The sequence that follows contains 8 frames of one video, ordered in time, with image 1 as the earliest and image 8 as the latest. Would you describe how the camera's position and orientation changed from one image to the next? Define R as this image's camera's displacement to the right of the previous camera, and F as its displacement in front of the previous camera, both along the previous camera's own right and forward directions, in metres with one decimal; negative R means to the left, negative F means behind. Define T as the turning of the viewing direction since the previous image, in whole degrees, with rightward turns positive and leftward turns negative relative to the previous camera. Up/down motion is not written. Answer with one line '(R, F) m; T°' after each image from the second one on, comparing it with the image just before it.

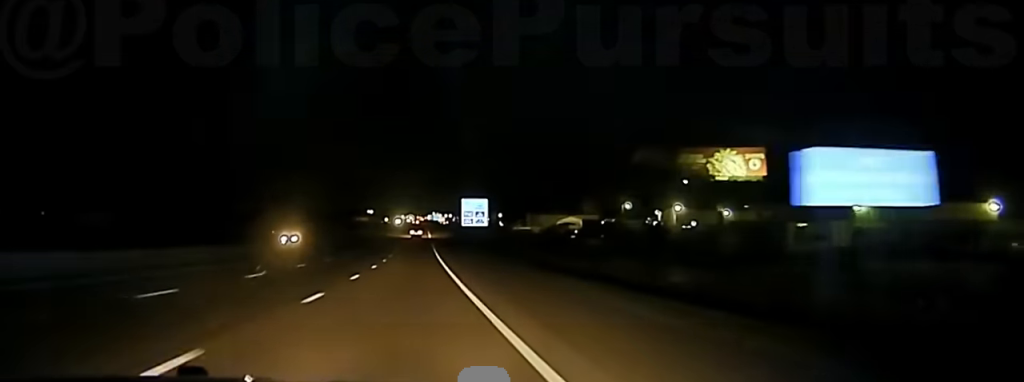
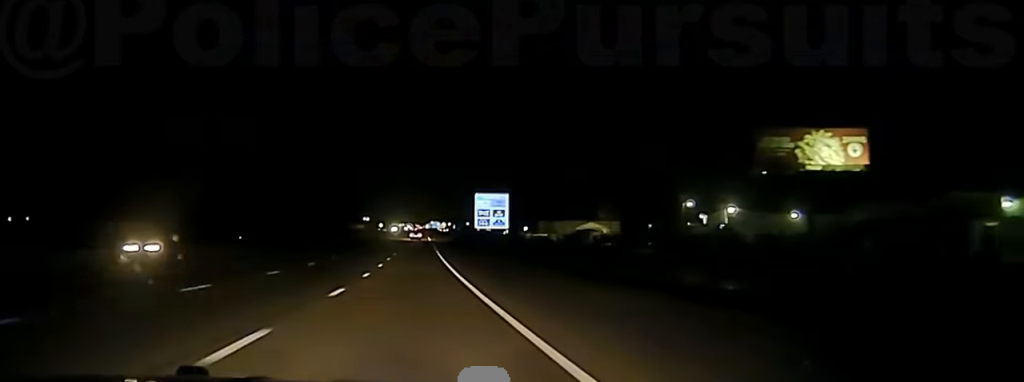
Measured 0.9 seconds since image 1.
(+0.1, +34.2) m; 0°
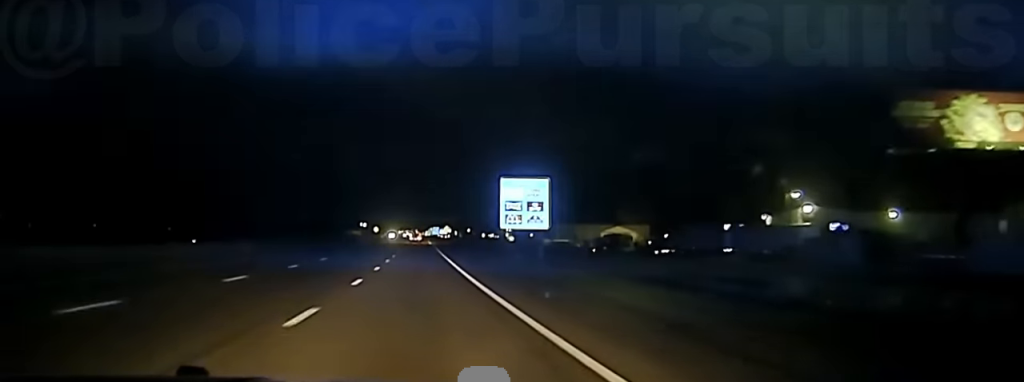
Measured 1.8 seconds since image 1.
(+0.1, +34.9) m; 0°
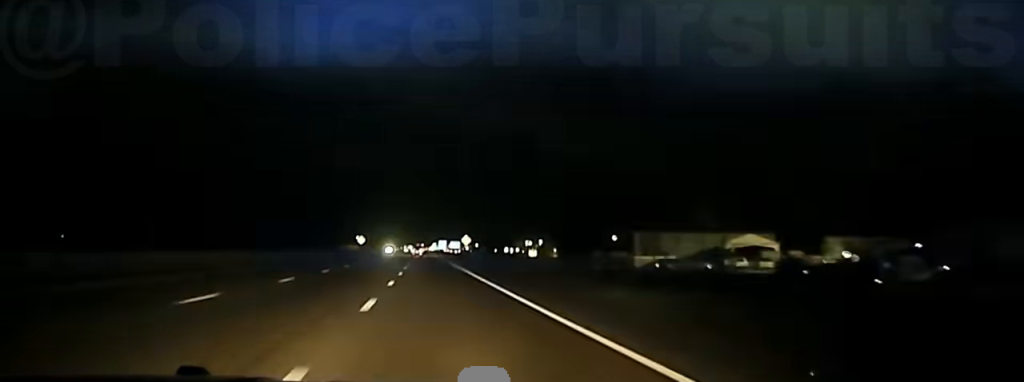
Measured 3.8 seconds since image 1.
(-0.7, +82.6) m; -1°
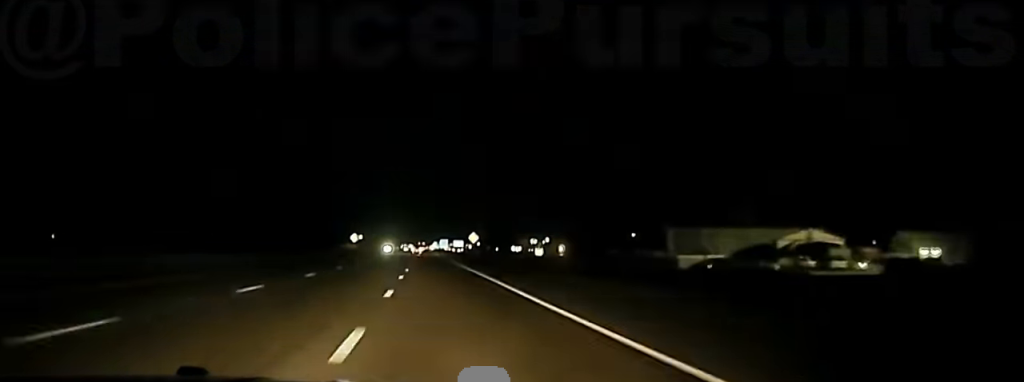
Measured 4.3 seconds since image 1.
(0.0, +20.1) m; 0°
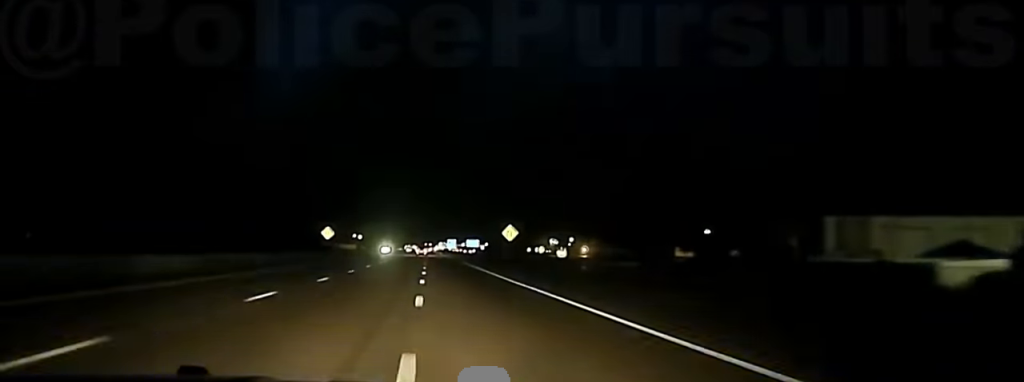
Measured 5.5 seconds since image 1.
(+0.3, +52.4) m; 0°
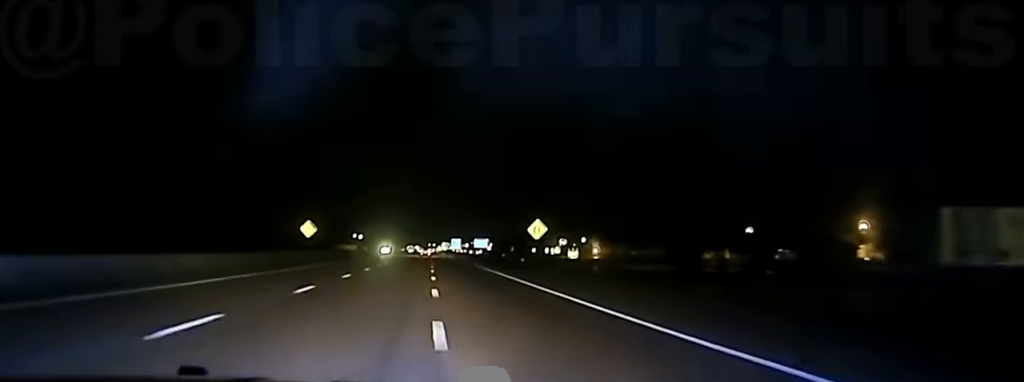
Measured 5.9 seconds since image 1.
(-0.1, +20.0) m; 0°
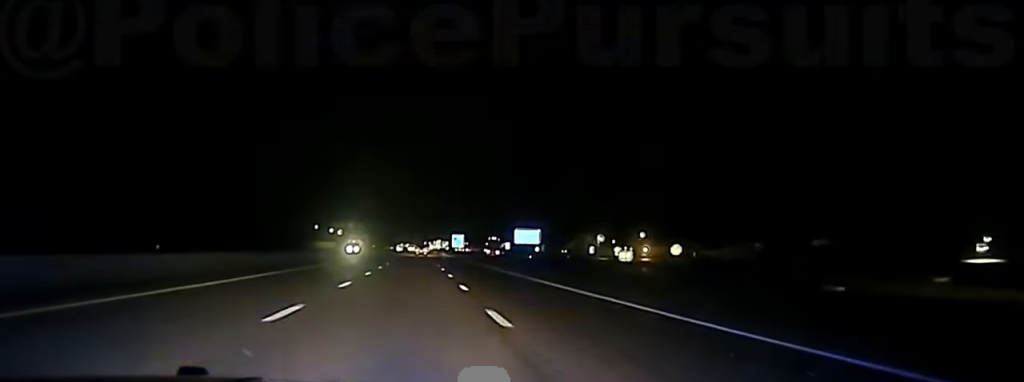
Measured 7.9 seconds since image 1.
(-0.5, +92.6) m; 0°
